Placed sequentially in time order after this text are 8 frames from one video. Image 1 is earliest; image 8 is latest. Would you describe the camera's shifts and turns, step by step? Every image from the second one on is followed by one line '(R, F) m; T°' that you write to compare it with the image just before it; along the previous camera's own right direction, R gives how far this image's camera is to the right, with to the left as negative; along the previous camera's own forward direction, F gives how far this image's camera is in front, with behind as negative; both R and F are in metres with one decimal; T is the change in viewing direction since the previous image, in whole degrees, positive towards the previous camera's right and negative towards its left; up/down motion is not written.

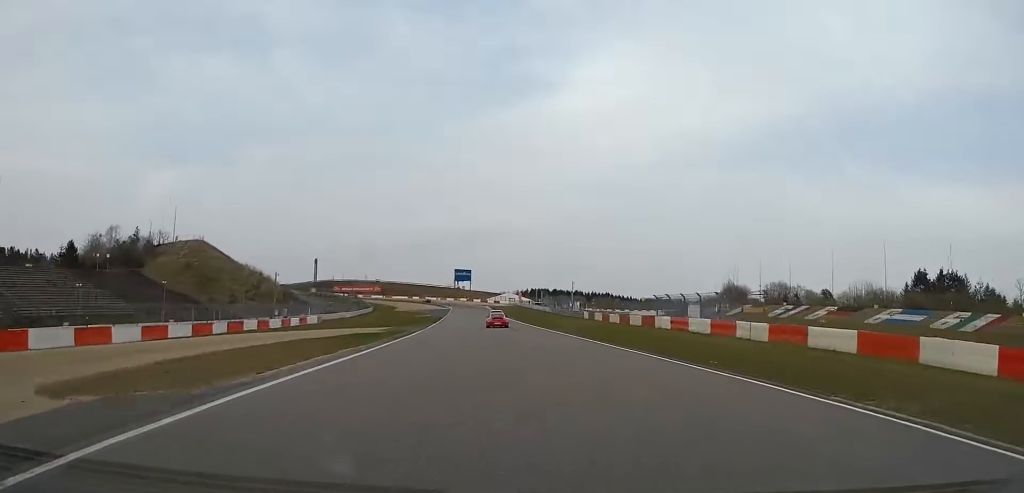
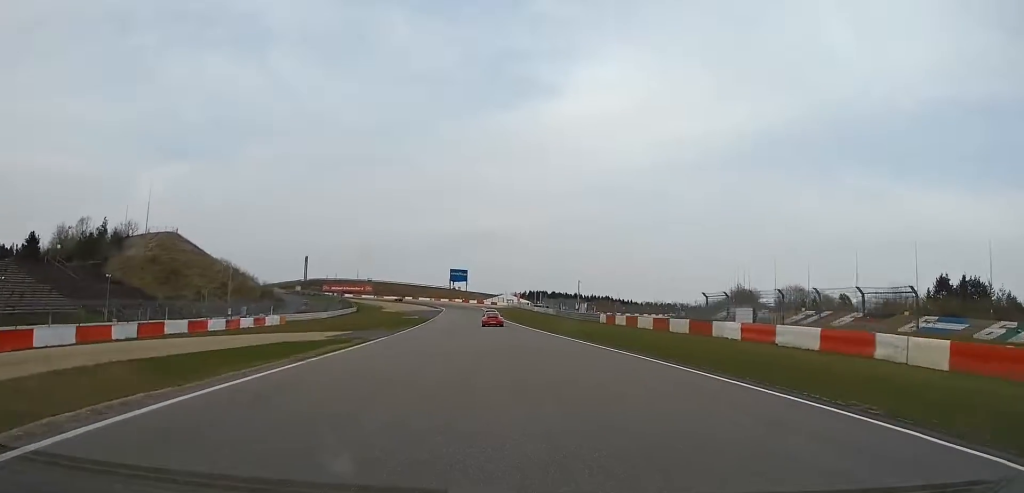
(+0.1, +16.6) m; 0°
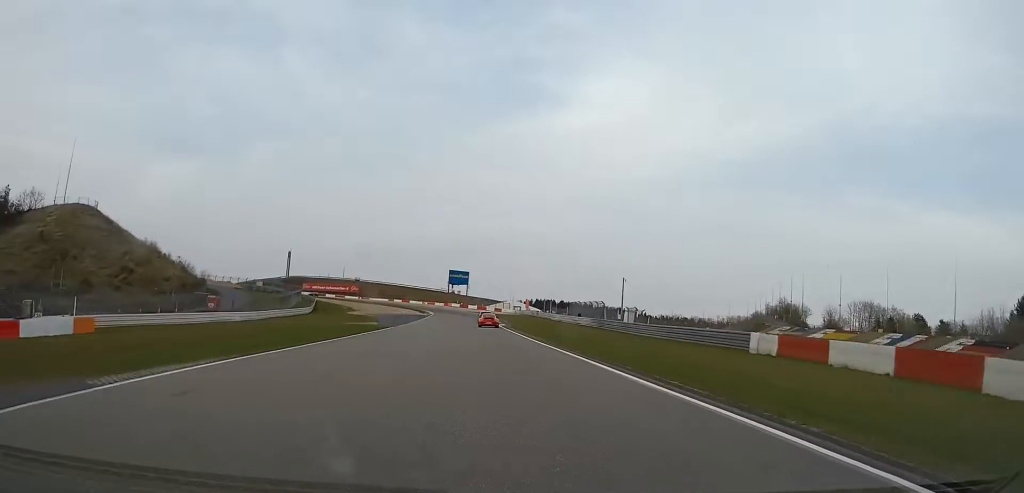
(-0.4, +43.1) m; -1°
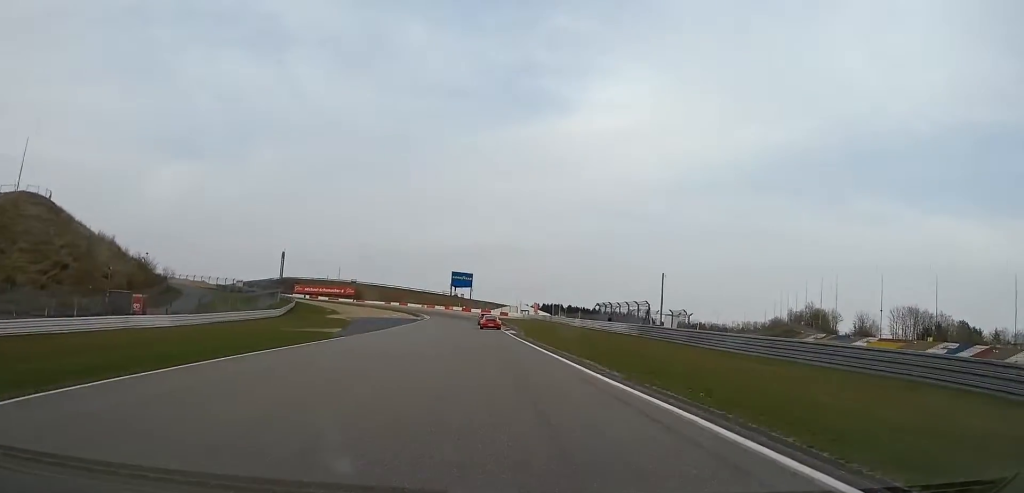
(0.0, +19.5) m; 0°
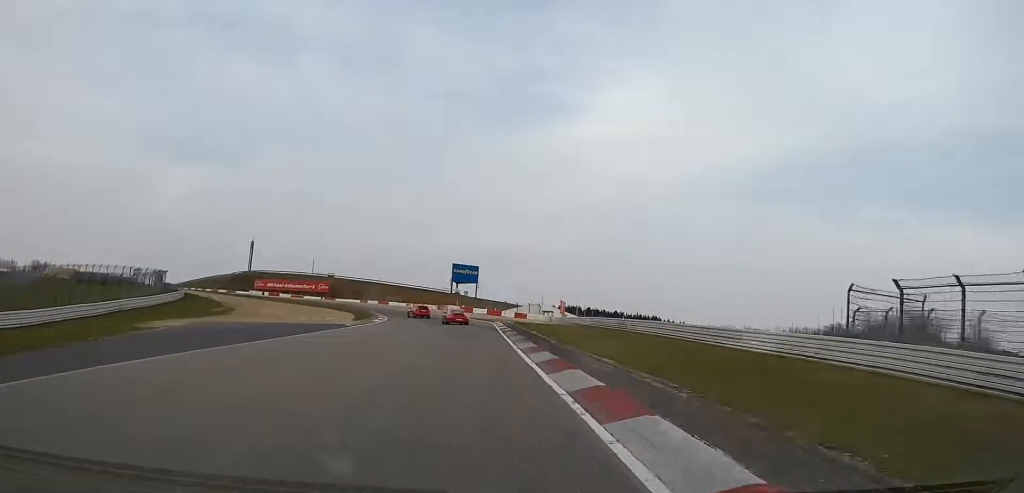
(-0.3, +55.9) m; -2°
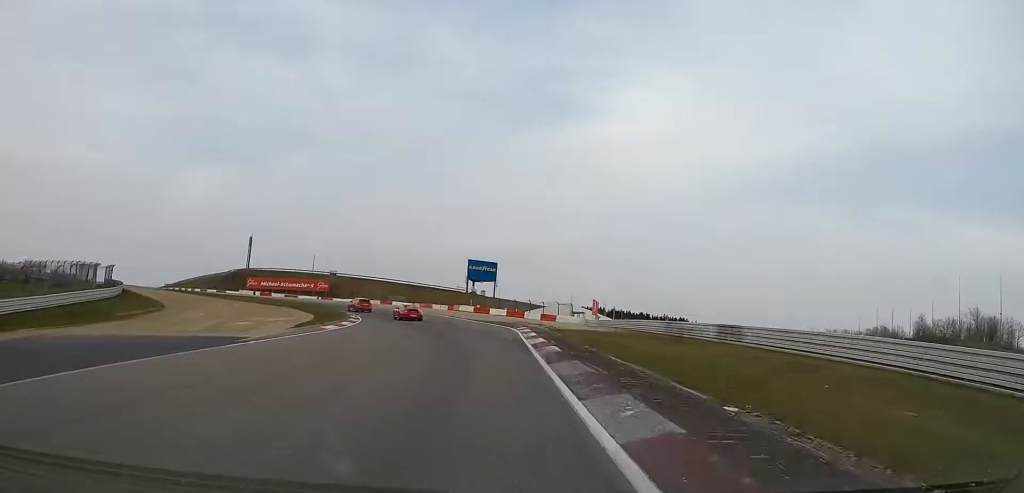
(+0.2, +23.8) m; -2°
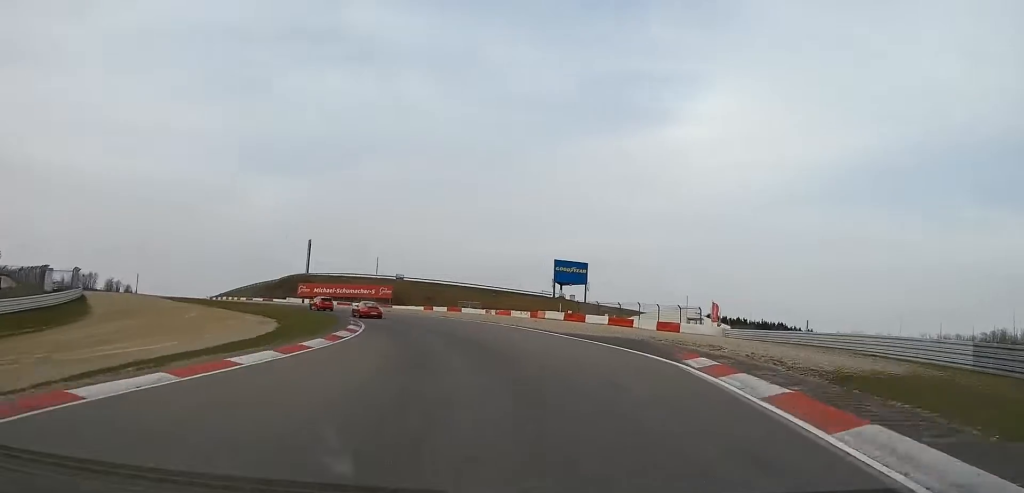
(-1.1, +27.1) m; -6°
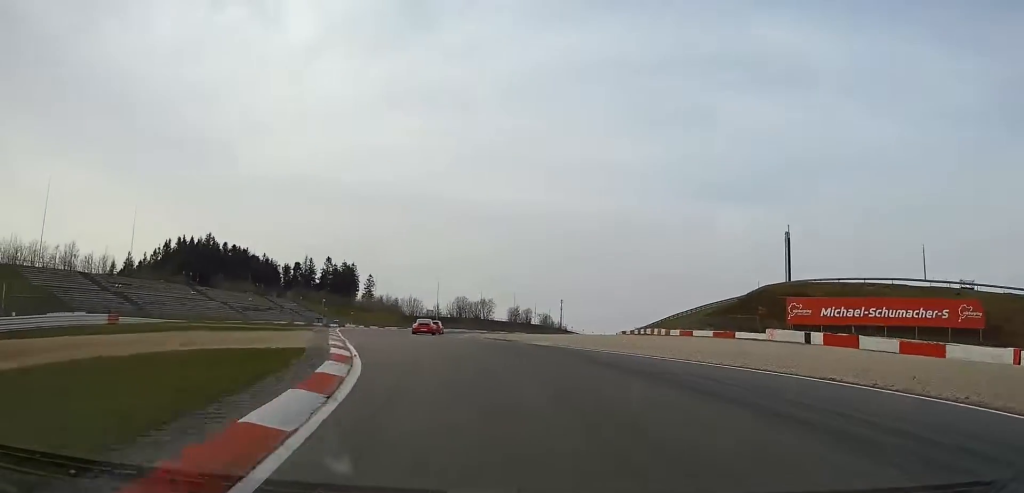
(-28.3, +83.1) m; -39°
